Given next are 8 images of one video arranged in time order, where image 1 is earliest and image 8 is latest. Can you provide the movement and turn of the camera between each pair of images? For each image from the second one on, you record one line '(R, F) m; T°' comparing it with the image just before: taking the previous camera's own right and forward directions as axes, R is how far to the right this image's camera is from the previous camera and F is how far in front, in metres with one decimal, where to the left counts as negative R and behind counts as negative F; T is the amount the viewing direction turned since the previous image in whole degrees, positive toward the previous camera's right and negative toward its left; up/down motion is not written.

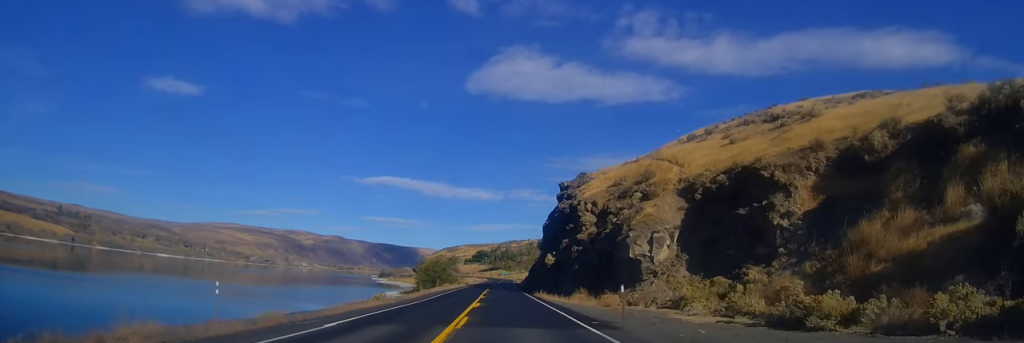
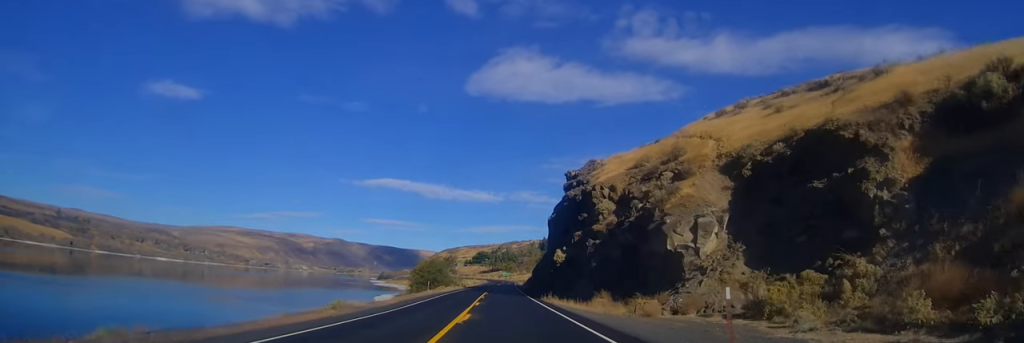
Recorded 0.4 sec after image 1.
(0.0, +9.4) m; -1°
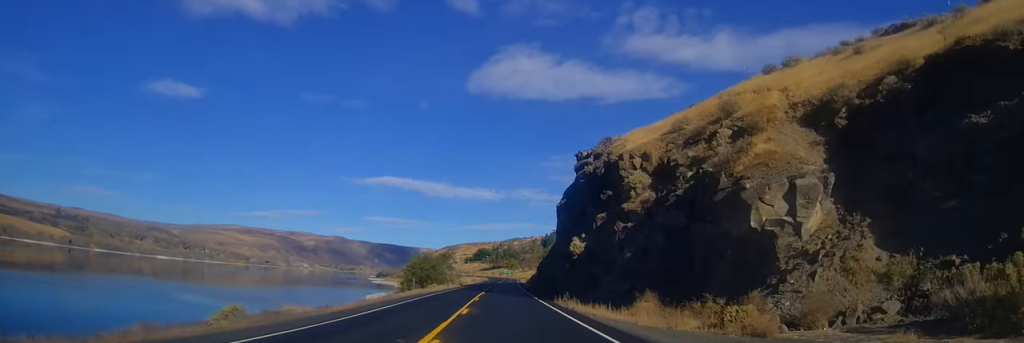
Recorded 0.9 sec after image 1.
(-0.3, +10.9) m; 0°
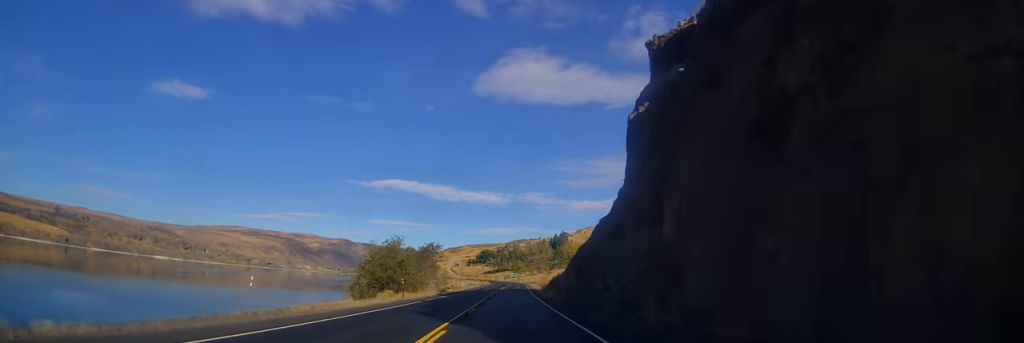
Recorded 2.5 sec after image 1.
(+0.5, +34.4) m; +1°
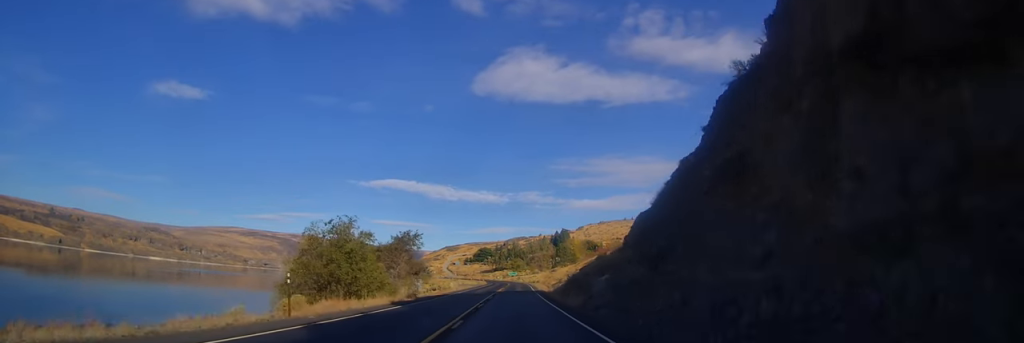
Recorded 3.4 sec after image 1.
(-0.3, +20.5) m; -1°
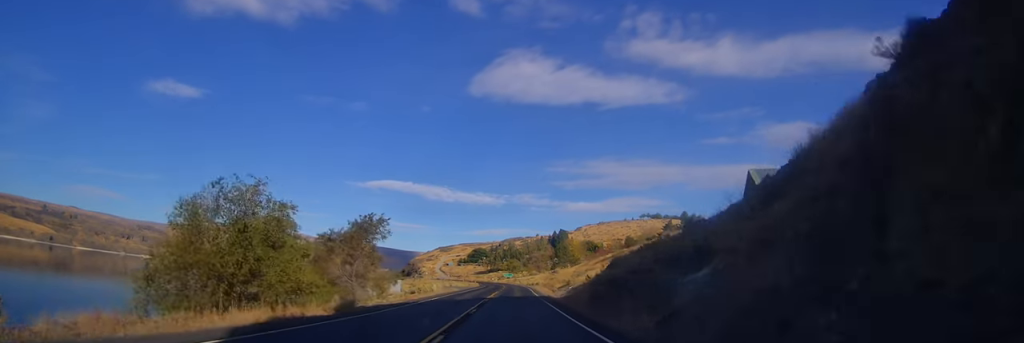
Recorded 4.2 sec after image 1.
(0.0, +17.5) m; 0°
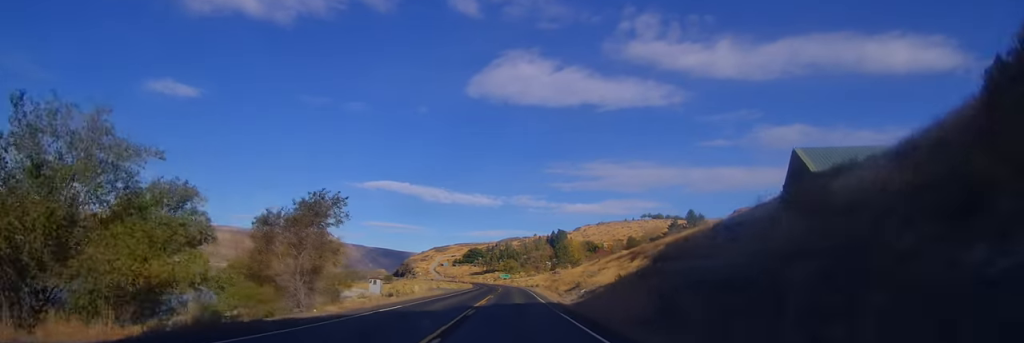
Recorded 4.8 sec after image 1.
(-0.1, +13.0) m; 0°
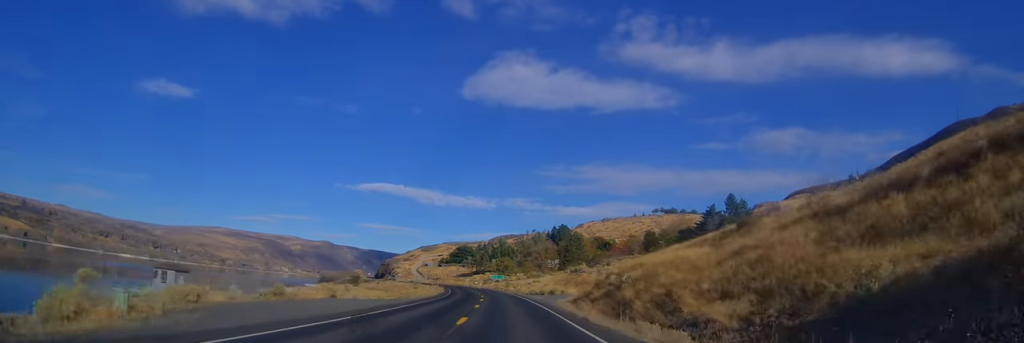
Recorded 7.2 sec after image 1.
(+0.2, +50.9) m; +1°
